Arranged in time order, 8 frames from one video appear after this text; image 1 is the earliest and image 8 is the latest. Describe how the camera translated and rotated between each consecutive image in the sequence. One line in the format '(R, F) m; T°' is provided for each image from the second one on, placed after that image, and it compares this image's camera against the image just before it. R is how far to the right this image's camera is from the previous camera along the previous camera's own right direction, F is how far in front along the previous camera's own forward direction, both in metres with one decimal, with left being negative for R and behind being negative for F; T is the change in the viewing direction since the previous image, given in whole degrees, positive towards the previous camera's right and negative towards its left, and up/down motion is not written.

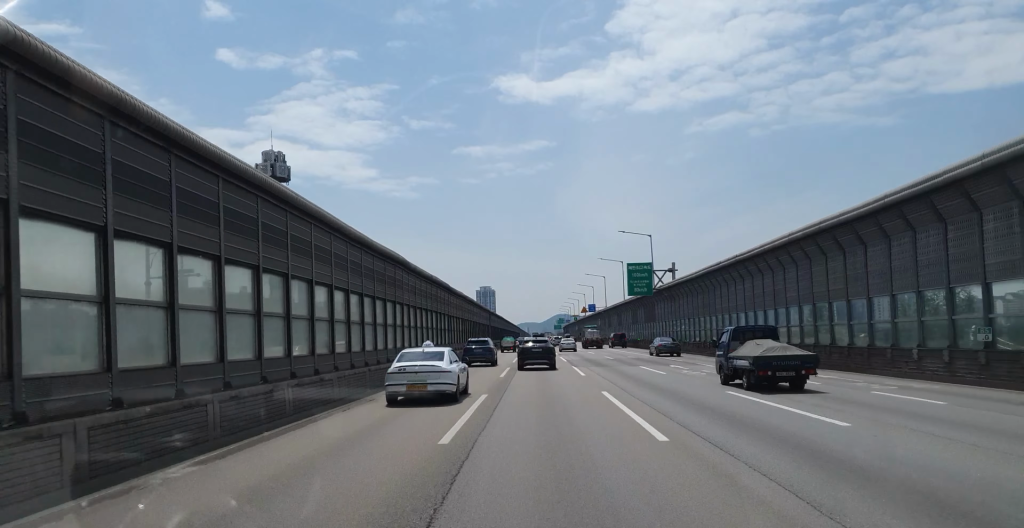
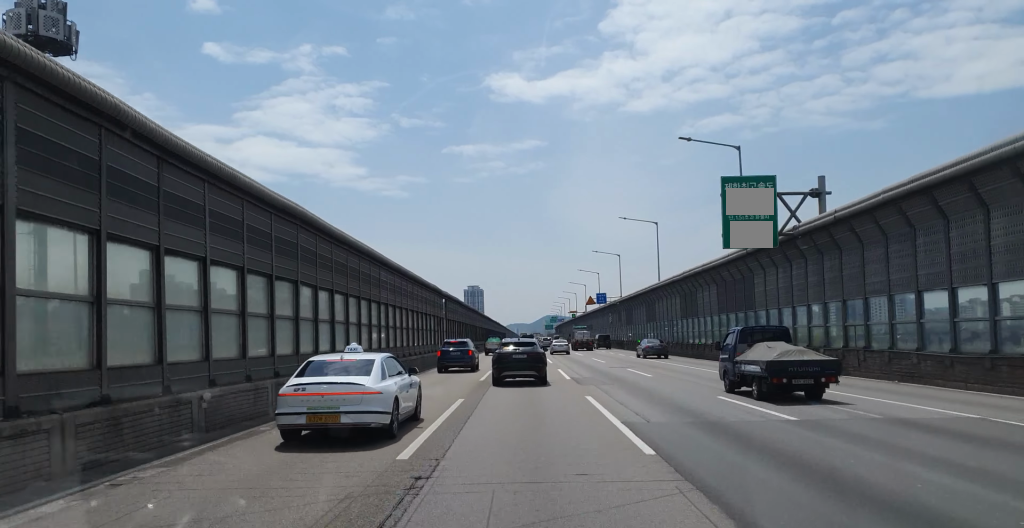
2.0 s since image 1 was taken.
(+0.5, +40.9) m; +3°
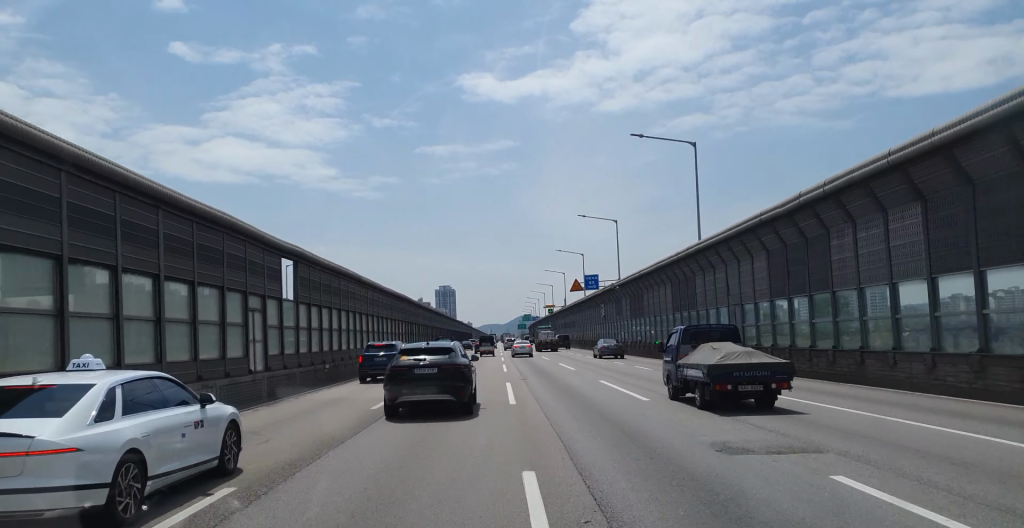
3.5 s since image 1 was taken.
(+0.8, +31.8) m; +1°
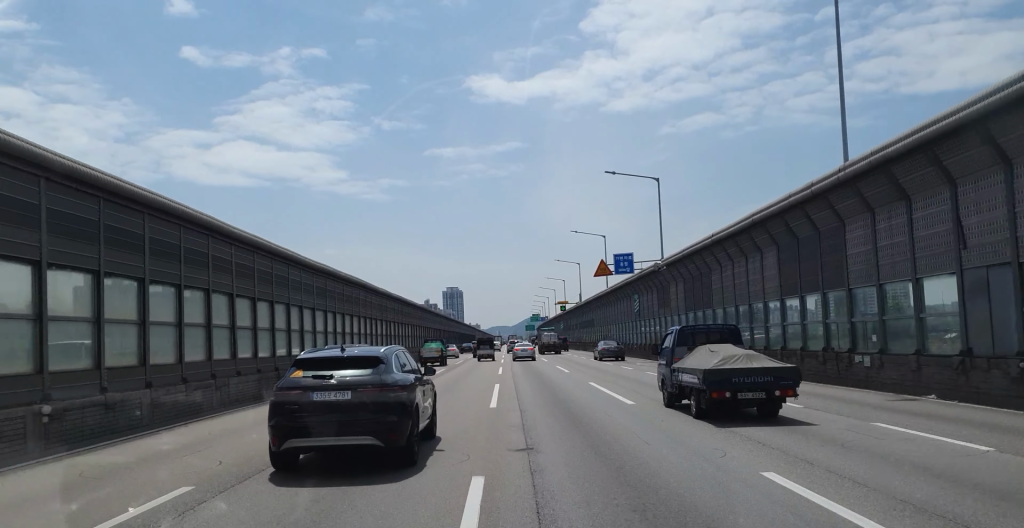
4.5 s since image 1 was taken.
(-0.3, +19.9) m; -1°
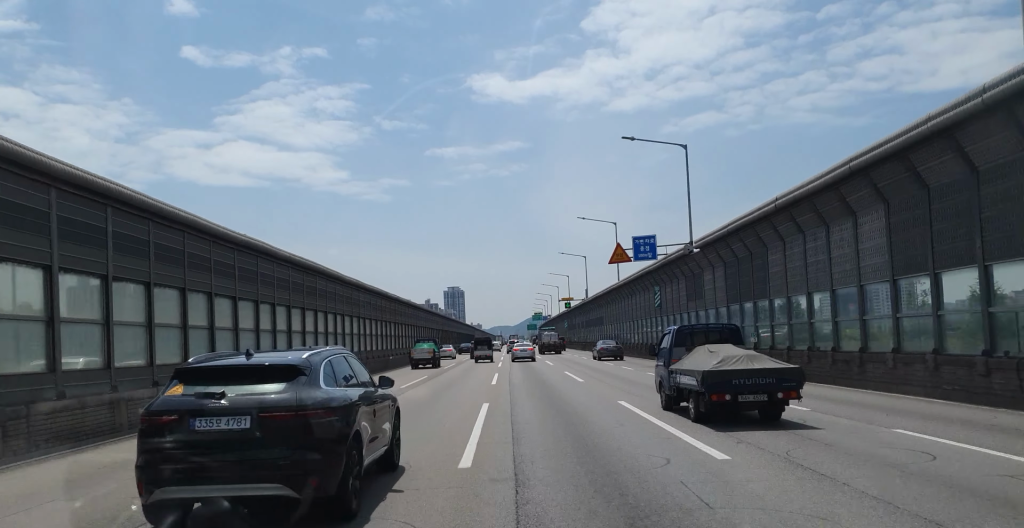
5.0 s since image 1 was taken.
(0.0, +8.9) m; 0°
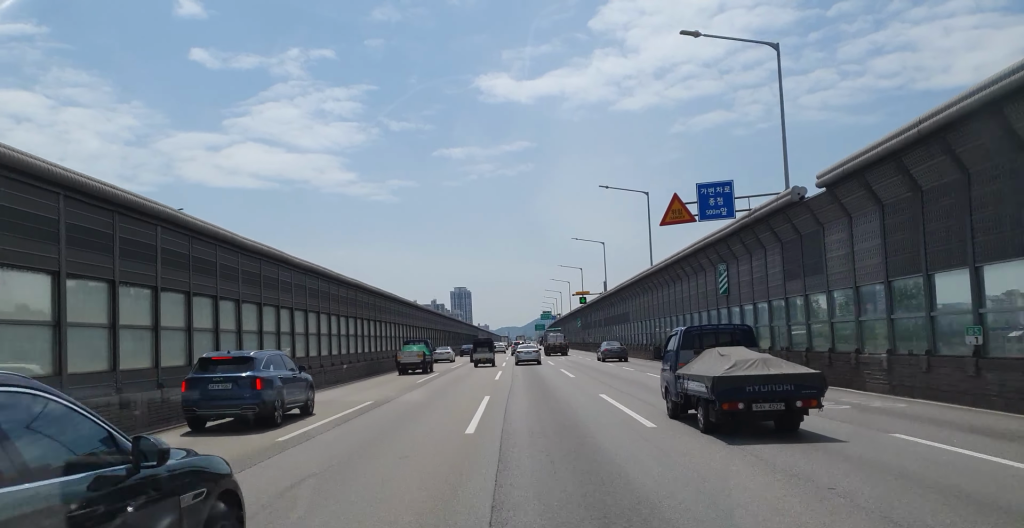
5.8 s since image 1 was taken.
(0.0, +15.8) m; 0°
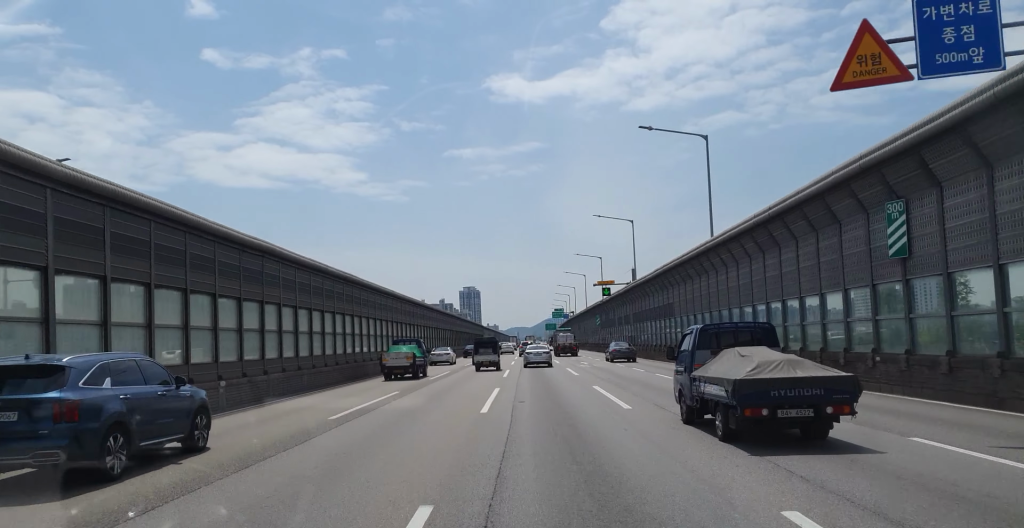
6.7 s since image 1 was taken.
(-0.1, +16.4) m; -1°
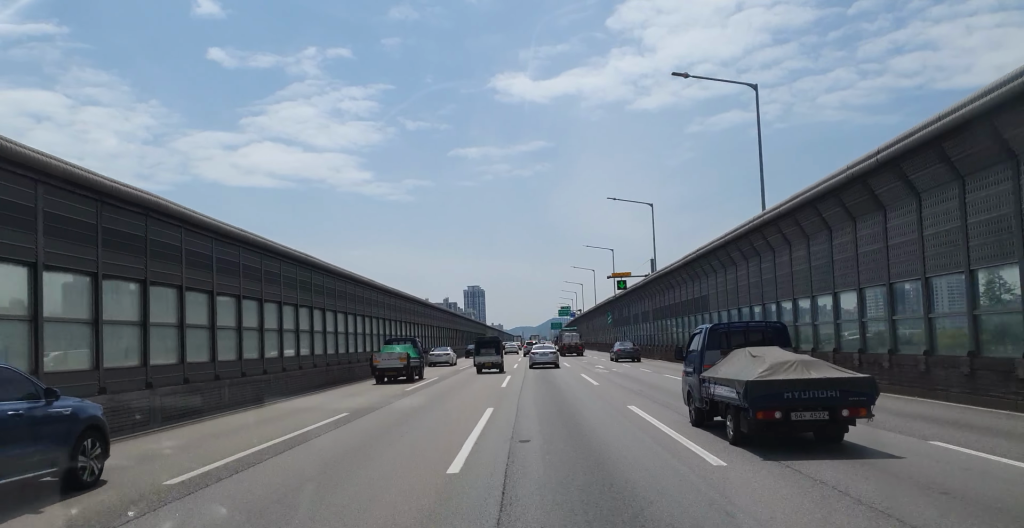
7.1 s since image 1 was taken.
(-0.1, +8.3) m; 0°
